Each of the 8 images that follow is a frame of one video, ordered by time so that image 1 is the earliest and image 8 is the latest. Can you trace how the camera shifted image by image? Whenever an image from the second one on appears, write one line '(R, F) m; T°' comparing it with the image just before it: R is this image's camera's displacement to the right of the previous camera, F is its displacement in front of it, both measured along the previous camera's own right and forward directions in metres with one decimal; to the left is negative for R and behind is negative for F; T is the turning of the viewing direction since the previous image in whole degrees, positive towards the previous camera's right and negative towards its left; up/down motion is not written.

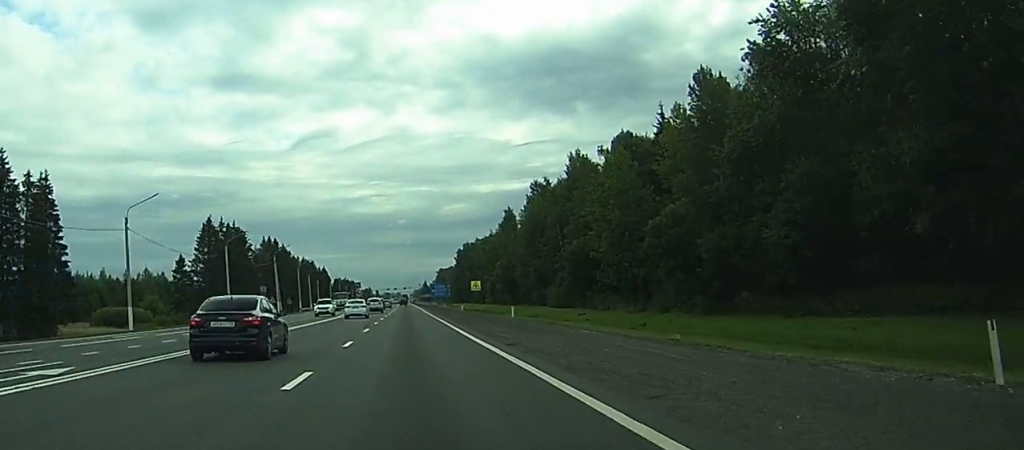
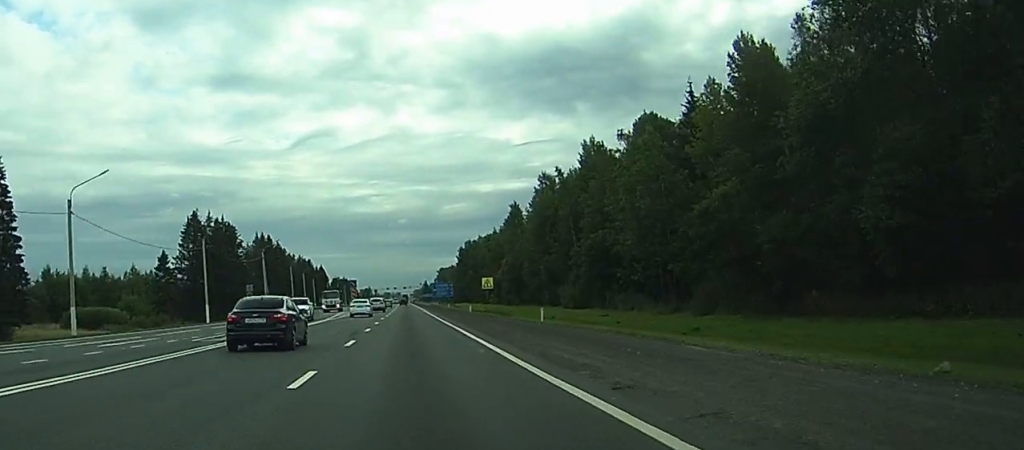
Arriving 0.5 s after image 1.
(0.0, +11.7) m; 0°
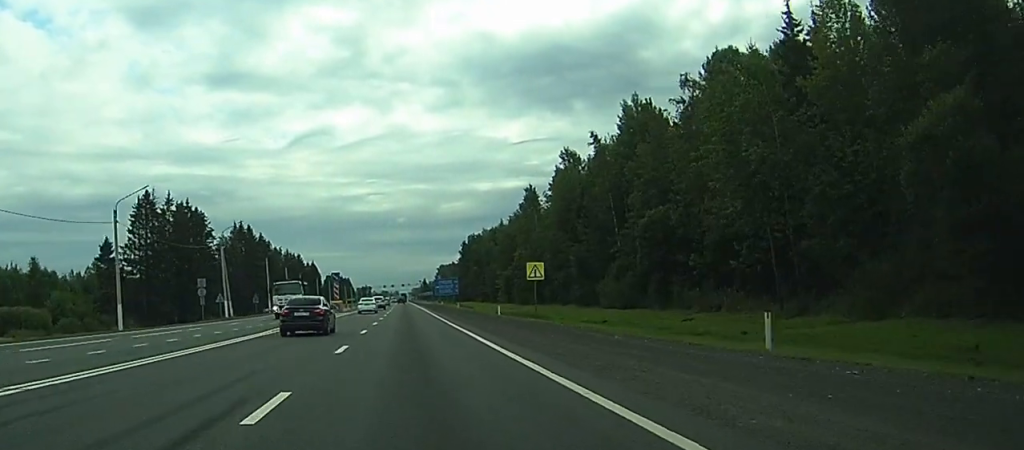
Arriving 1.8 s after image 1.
(-0.2, +27.6) m; -1°
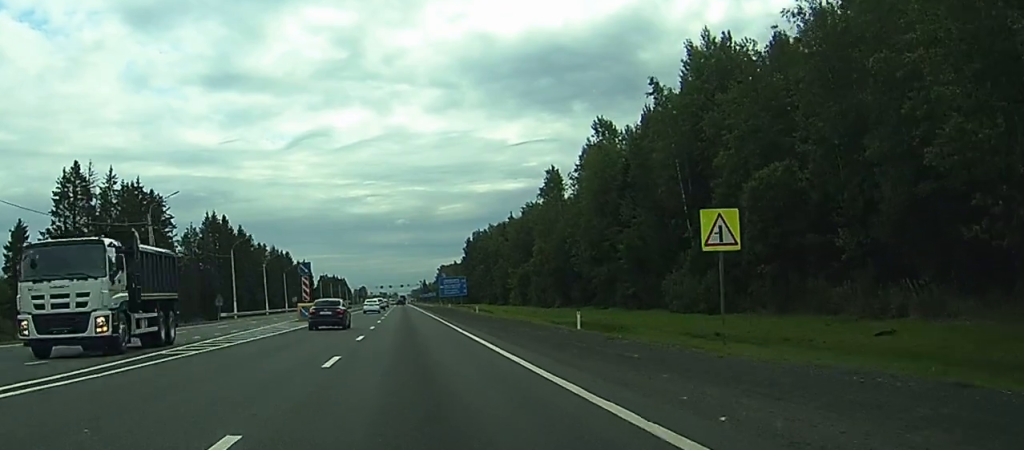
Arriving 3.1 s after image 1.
(0.0, +27.8) m; 0°
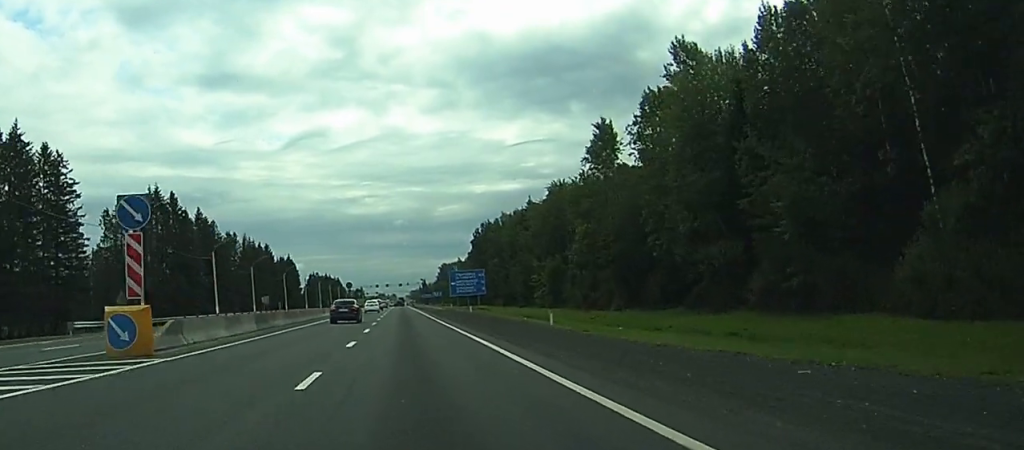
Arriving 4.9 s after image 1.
(+0.2, +39.9) m; +1°
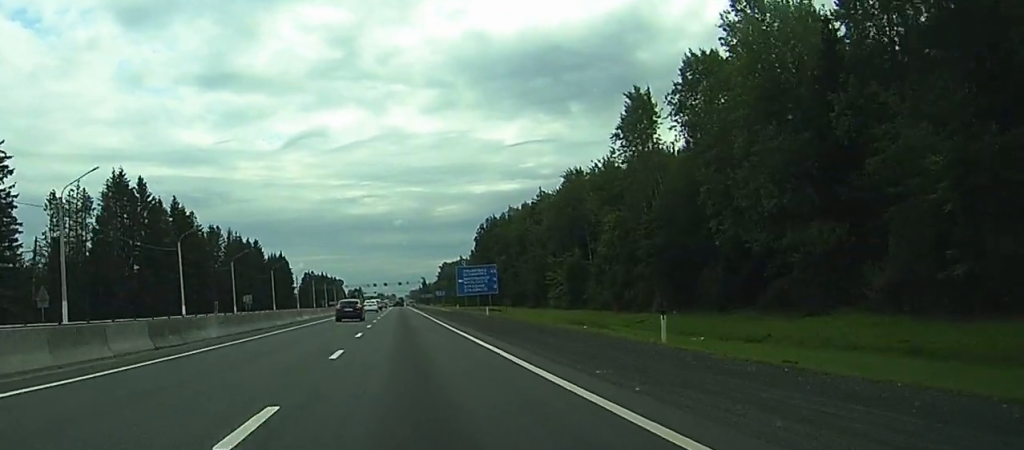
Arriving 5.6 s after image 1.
(0.0, +17.1) m; 0°
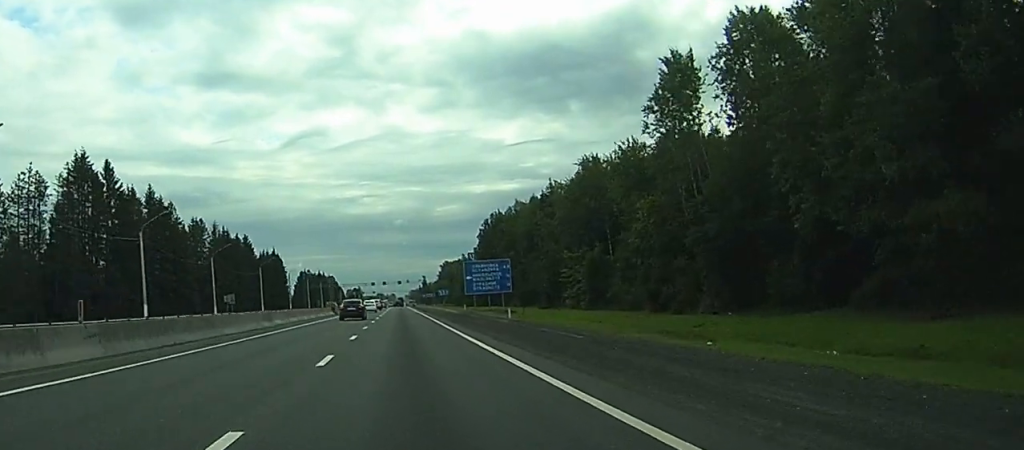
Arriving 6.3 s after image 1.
(0.0, +14.2) m; 0°
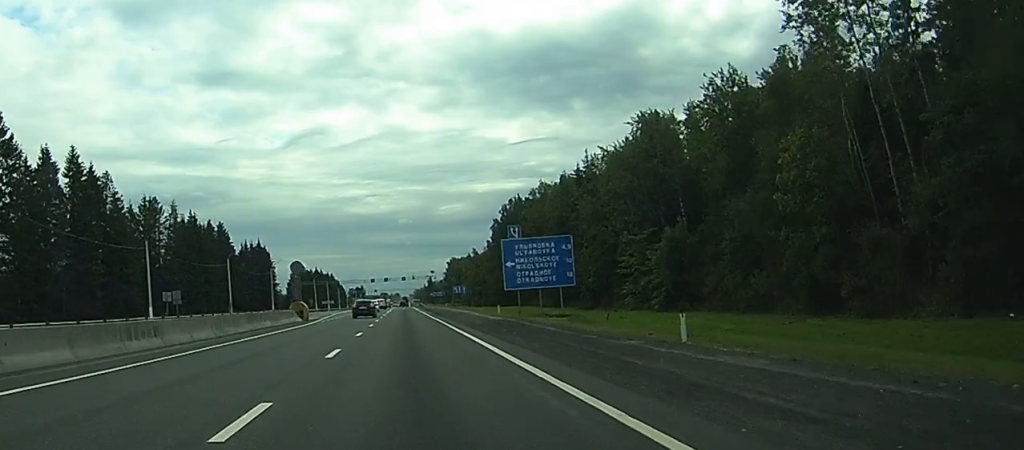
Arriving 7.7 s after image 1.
(-0.2, +33.0) m; 0°
